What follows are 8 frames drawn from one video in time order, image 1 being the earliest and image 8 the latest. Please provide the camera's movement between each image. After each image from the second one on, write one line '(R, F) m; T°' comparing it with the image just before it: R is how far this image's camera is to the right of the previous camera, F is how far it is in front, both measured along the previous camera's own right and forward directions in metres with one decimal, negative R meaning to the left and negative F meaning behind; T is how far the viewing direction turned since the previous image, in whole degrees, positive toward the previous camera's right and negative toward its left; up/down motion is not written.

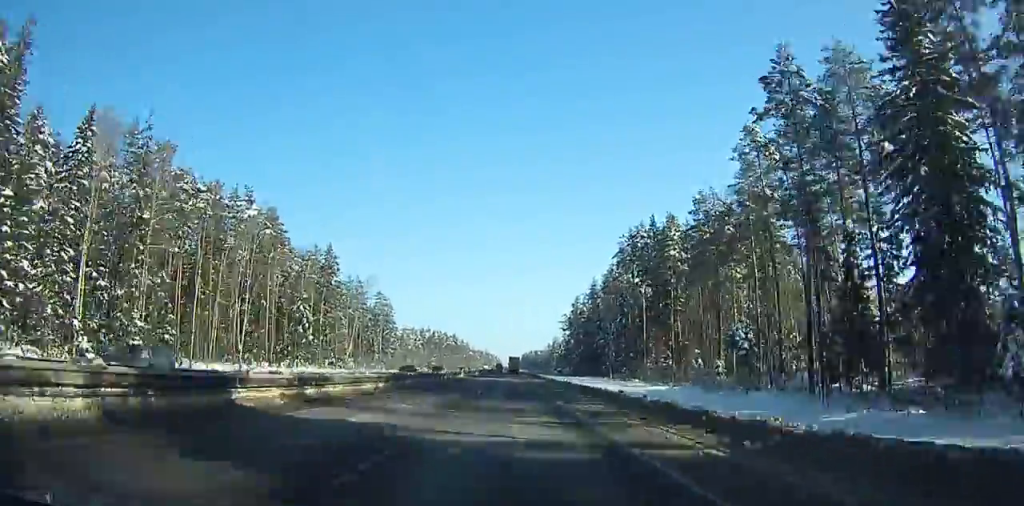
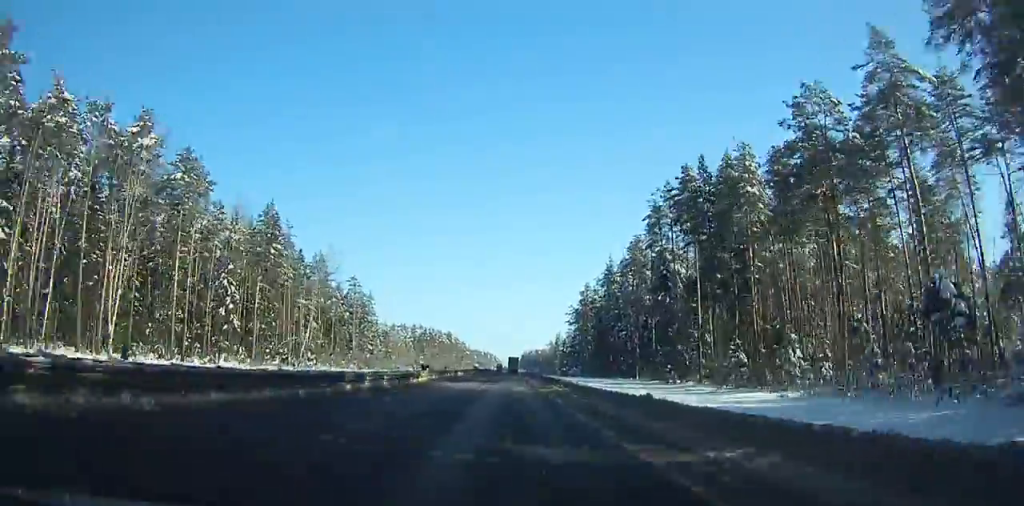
(-4.9, +30.4) m; -3°
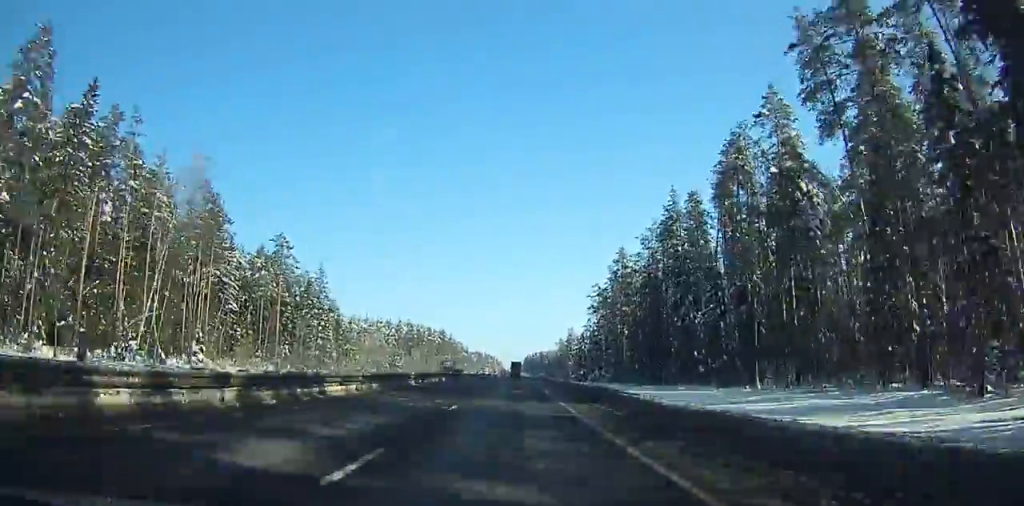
(-3.4, +53.1) m; -2°
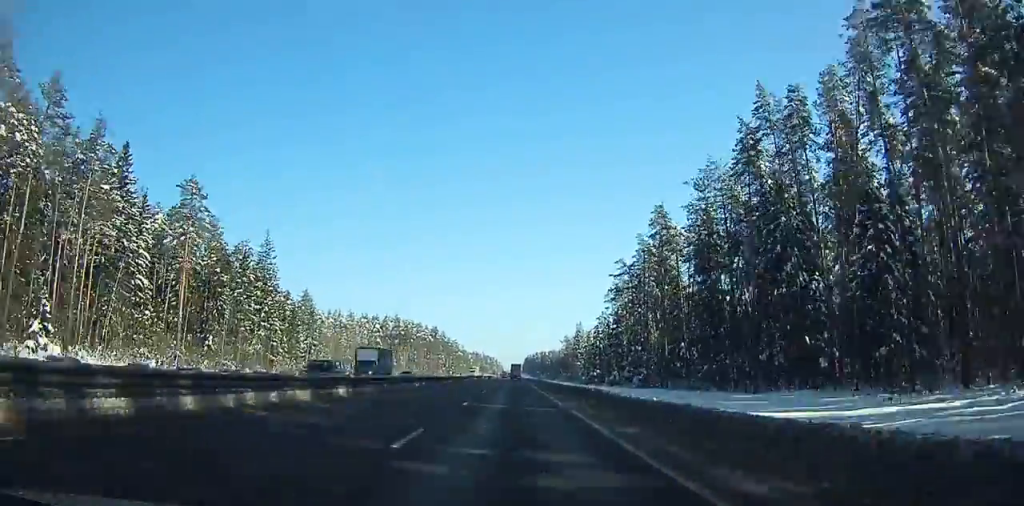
(+2.3, +32.6) m; +1°
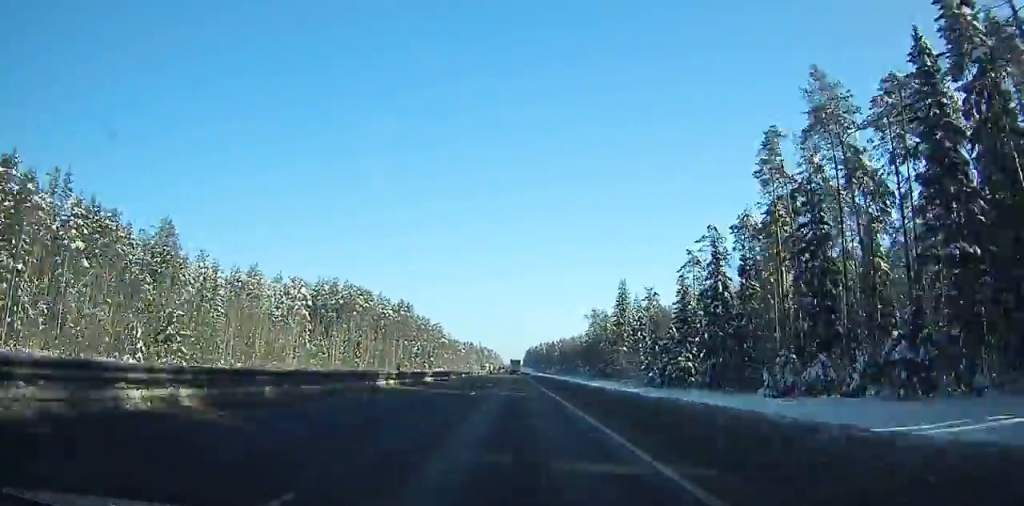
(+1.2, +90.4) m; +5°
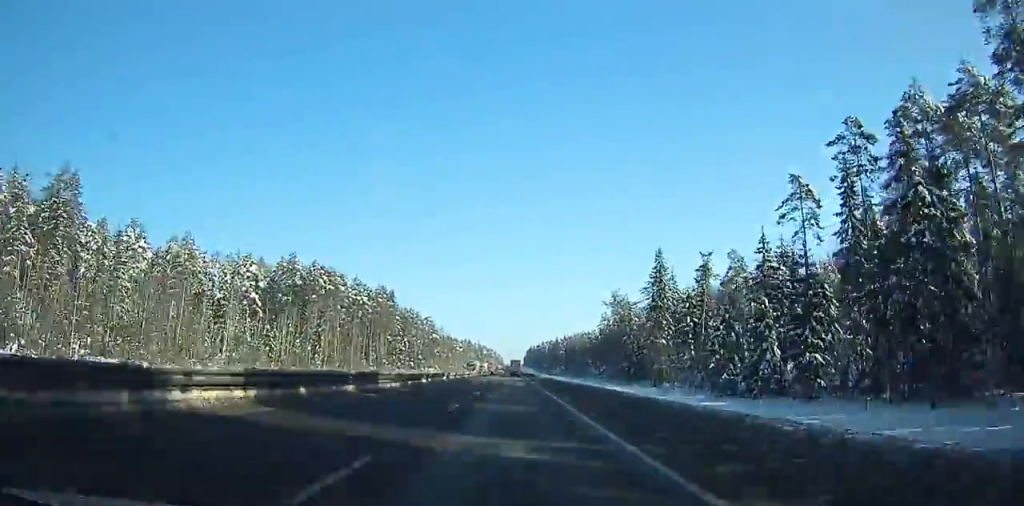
(+2.9, +33.2) m; +2°
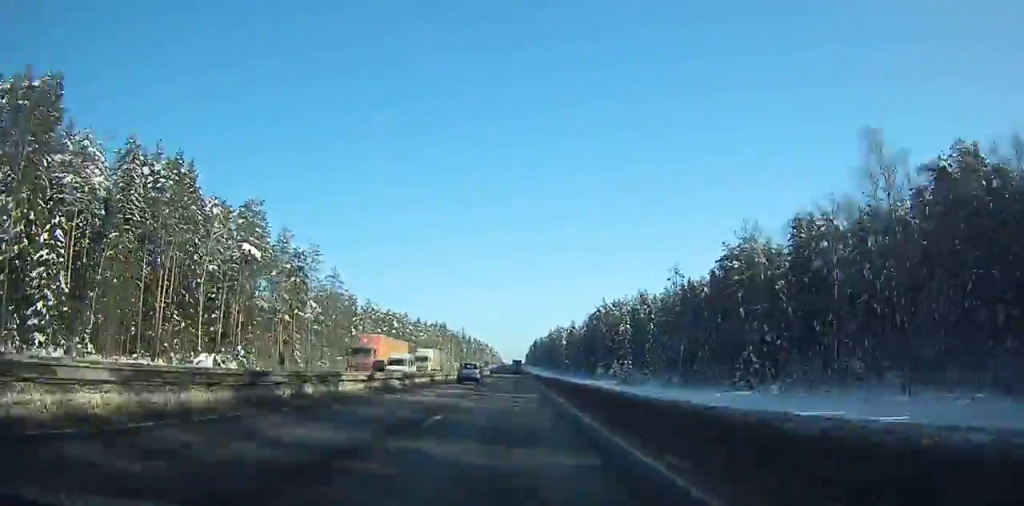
(-6.2, +187.6) m; -2°
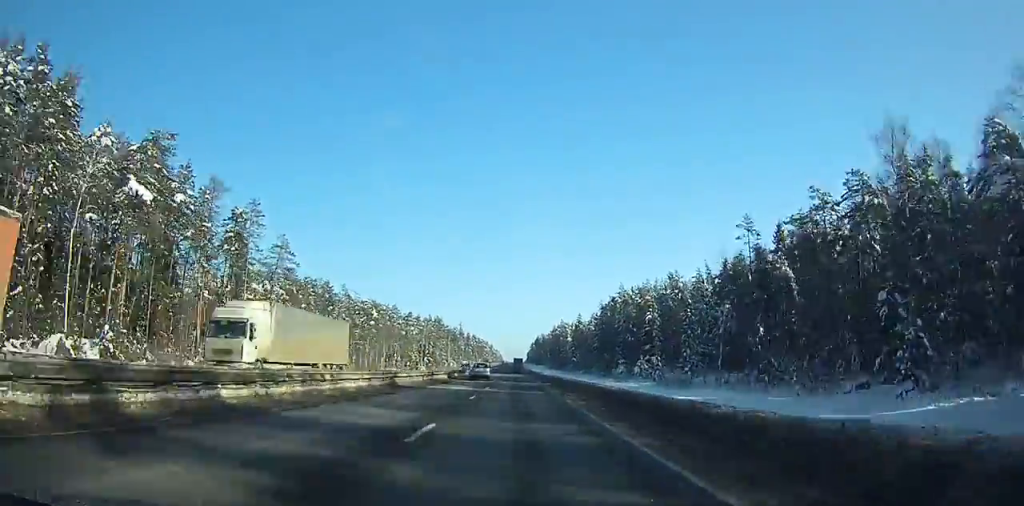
(0.0, +26.6) m; 0°
